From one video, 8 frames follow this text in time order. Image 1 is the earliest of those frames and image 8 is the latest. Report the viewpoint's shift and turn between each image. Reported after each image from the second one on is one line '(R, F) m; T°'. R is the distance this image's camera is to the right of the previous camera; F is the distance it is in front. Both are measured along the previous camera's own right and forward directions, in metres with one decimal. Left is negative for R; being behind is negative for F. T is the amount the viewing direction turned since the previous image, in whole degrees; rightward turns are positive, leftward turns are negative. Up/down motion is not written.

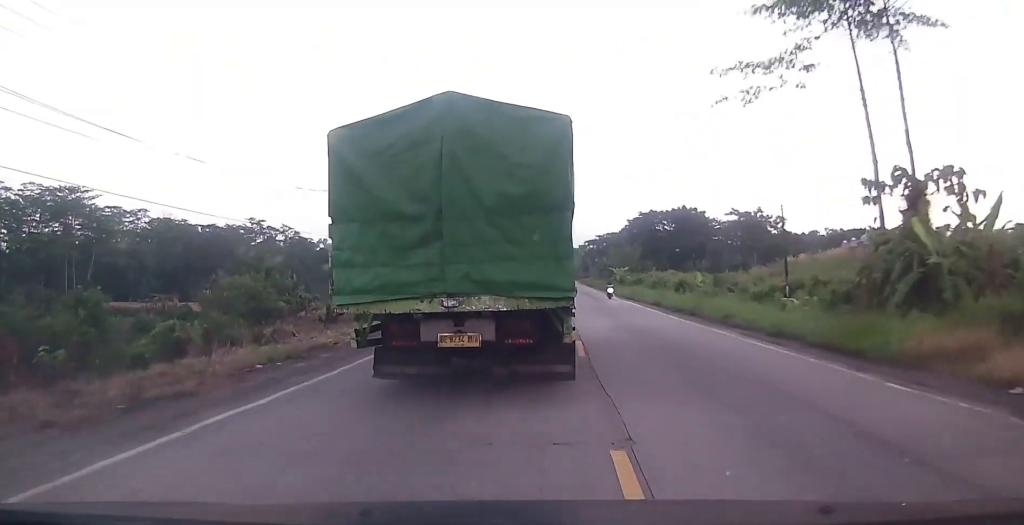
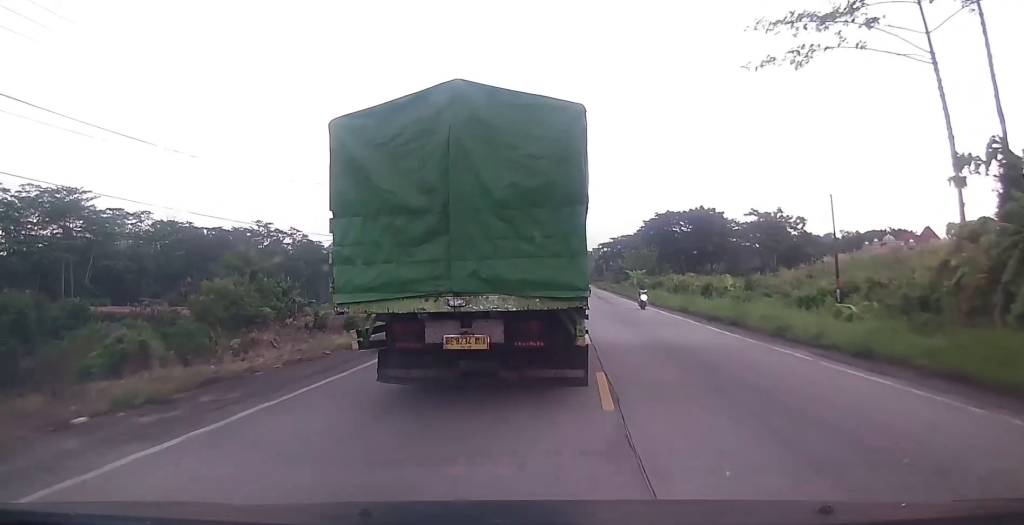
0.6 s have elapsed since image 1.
(-0.3, +5.0) m; -1°
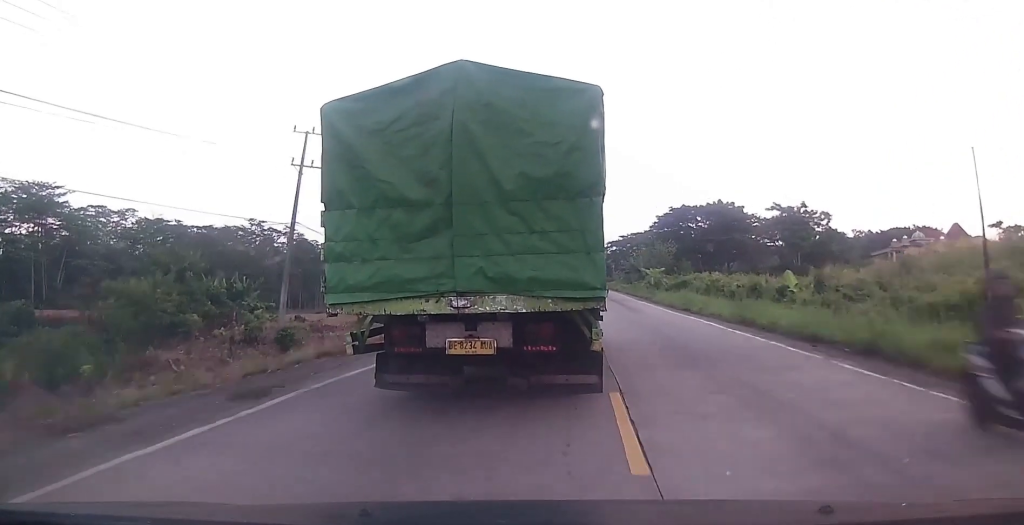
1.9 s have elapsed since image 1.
(+0.1, +10.9) m; -1°
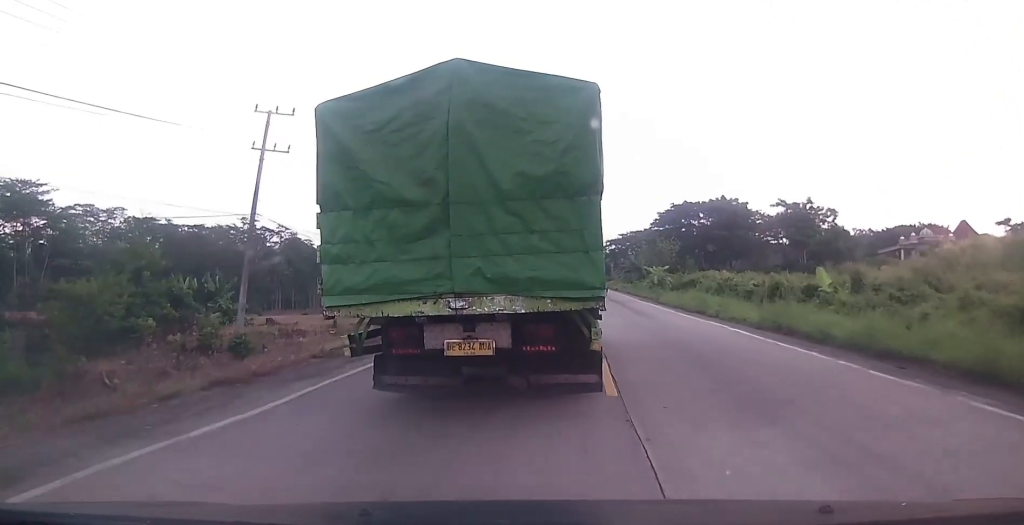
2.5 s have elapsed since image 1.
(-0.4, +4.5) m; 0°
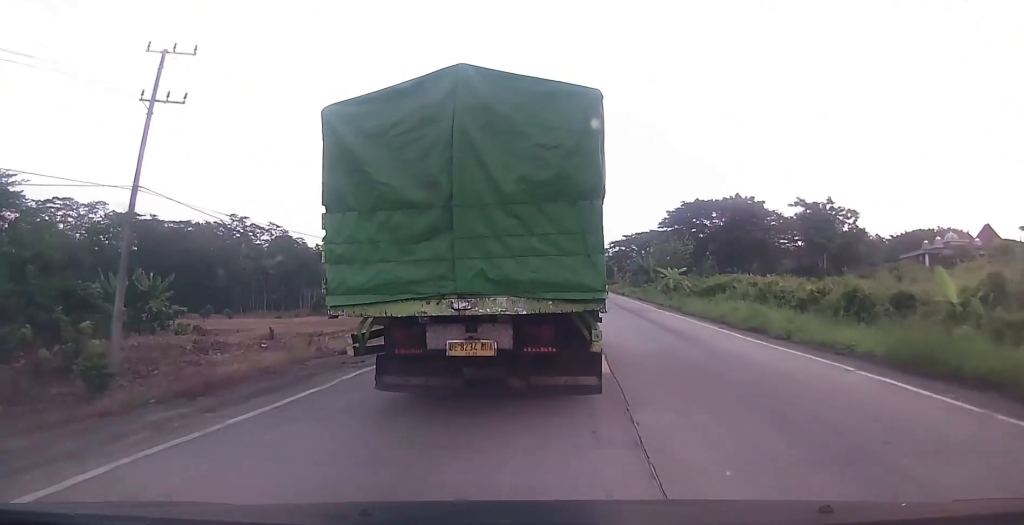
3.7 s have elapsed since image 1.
(+0.5, +9.6) m; 0°
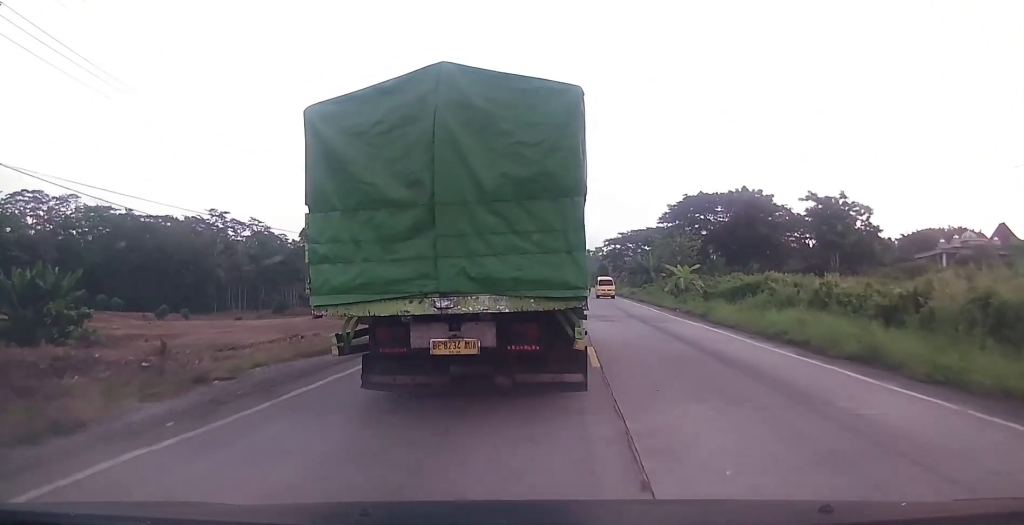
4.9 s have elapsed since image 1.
(-0.3, +8.7) m; +1°
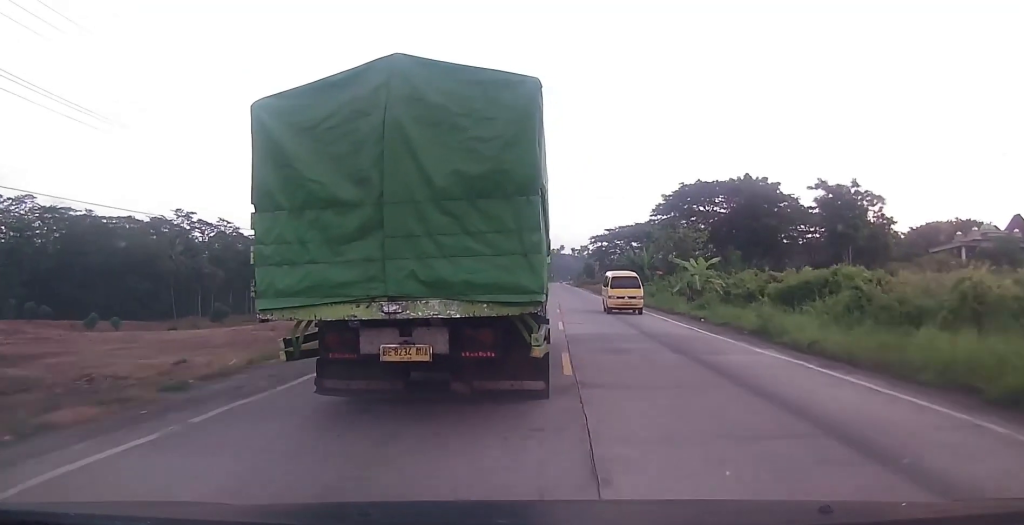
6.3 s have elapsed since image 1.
(+0.5, +10.6) m; +3°
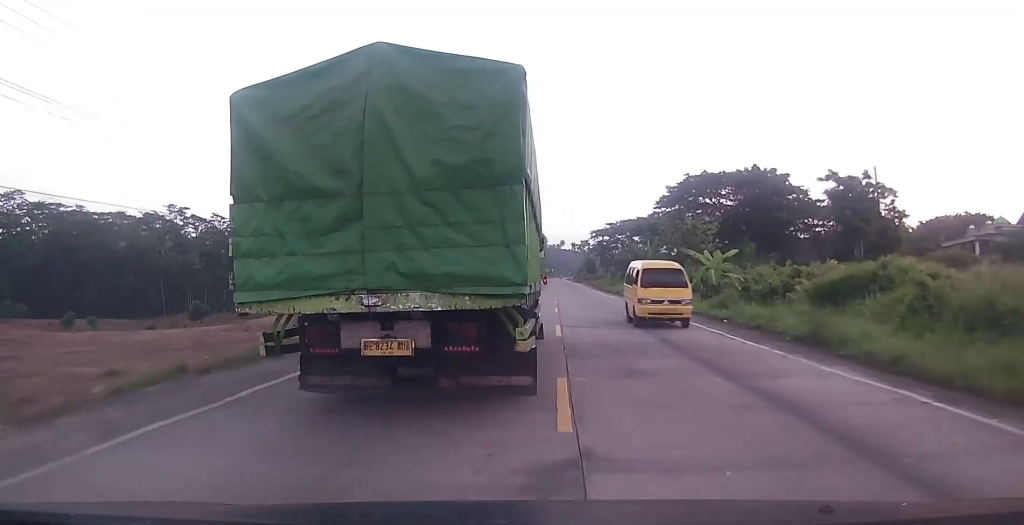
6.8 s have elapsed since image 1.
(0.0, +3.9) m; +1°
